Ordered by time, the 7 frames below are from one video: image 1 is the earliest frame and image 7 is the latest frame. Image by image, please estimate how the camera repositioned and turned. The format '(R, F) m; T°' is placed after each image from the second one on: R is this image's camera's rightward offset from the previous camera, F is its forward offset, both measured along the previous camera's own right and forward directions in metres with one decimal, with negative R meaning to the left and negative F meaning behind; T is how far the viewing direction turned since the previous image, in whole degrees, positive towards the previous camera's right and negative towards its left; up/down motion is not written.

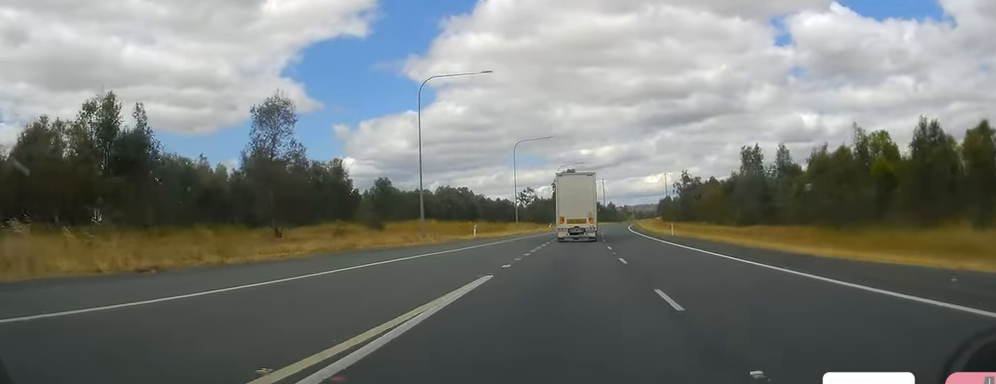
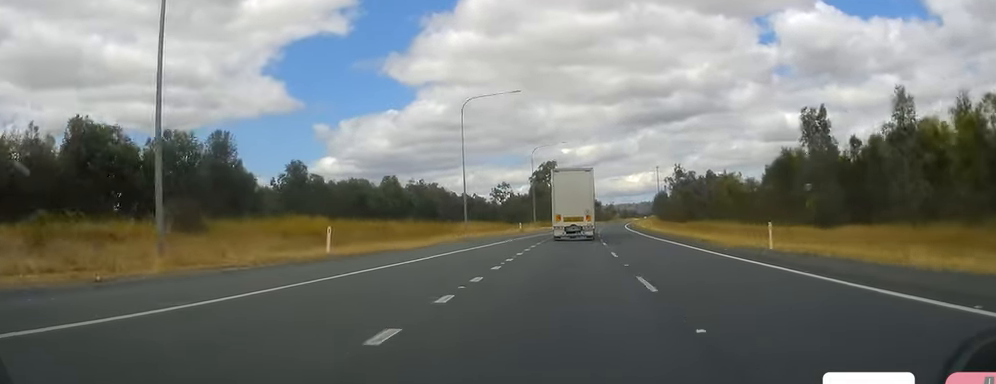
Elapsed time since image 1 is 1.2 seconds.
(+0.5, +33.5) m; +1°
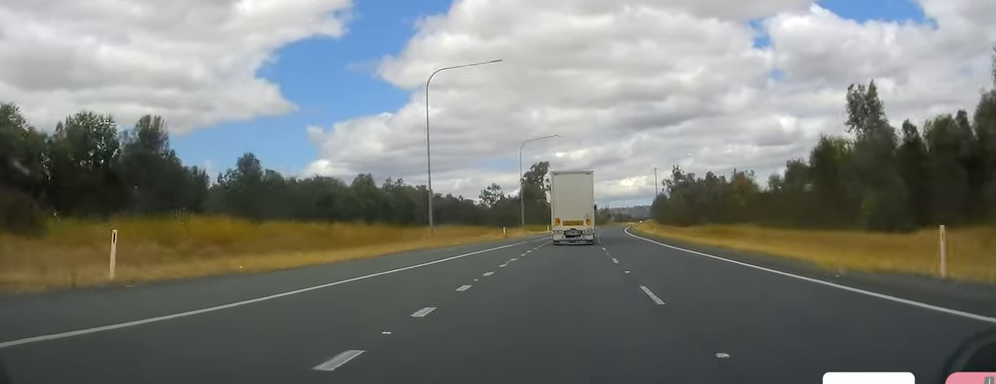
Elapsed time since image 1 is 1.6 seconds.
(+0.4, +13.4) m; 0°
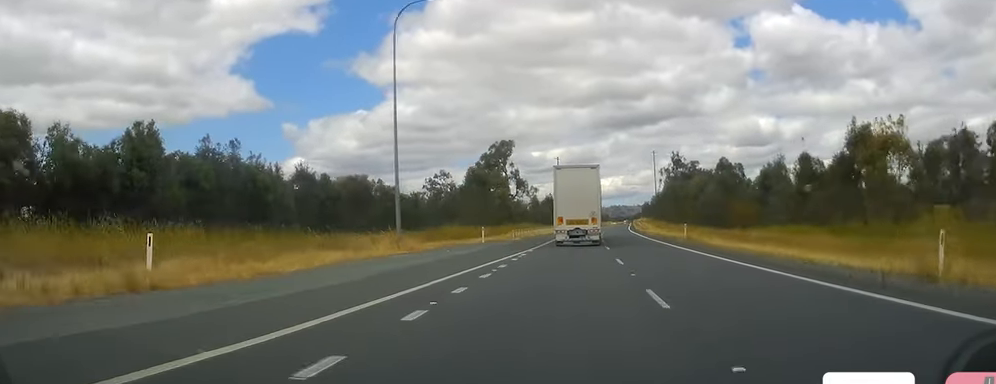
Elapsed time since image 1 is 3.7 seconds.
(+0.1, +60.3) m; +2°
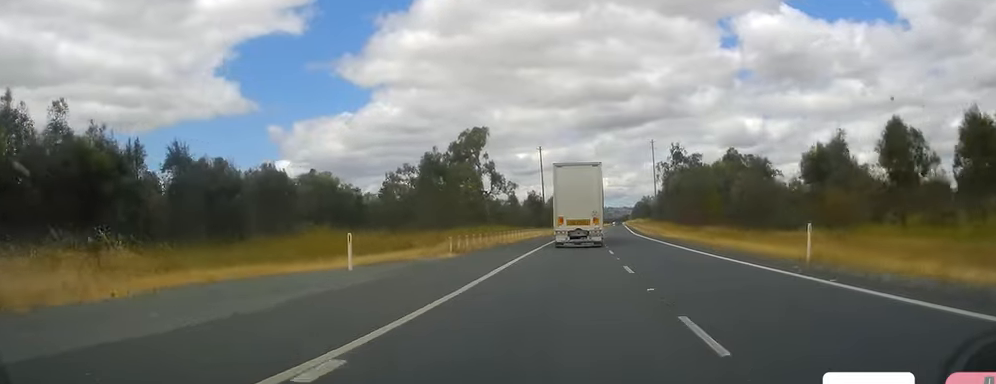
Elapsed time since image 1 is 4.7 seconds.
(+0.4, +28.0) m; 0°
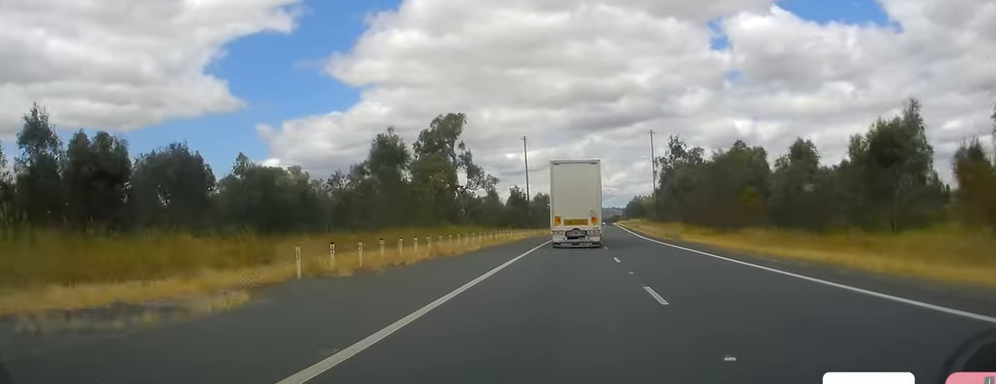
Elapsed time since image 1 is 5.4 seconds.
(-0.2, +19.3) m; 0°
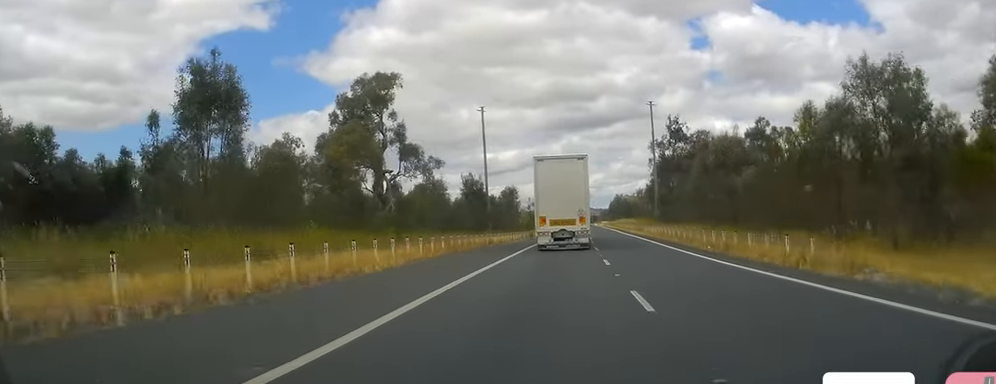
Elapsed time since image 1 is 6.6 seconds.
(+0.3, +36.7) m; +2°
